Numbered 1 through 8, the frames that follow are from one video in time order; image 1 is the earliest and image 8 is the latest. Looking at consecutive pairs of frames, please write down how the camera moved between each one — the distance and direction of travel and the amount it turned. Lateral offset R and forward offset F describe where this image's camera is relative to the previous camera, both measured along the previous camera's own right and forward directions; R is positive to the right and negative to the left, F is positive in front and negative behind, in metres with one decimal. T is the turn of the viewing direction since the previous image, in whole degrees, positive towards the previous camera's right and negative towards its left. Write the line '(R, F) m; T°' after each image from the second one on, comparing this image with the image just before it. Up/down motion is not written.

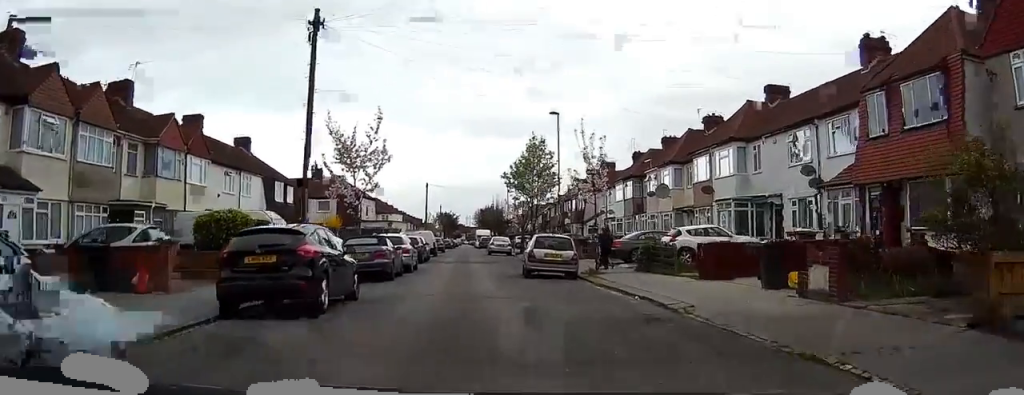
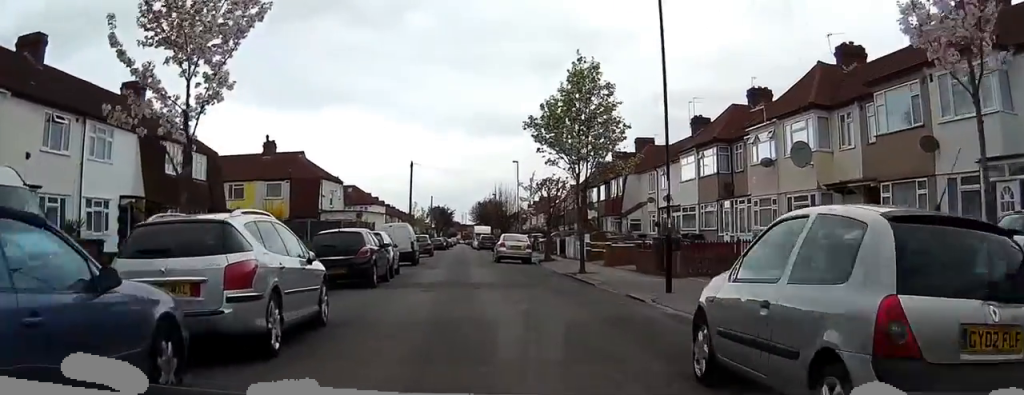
(-0.5, +19.0) m; +1°
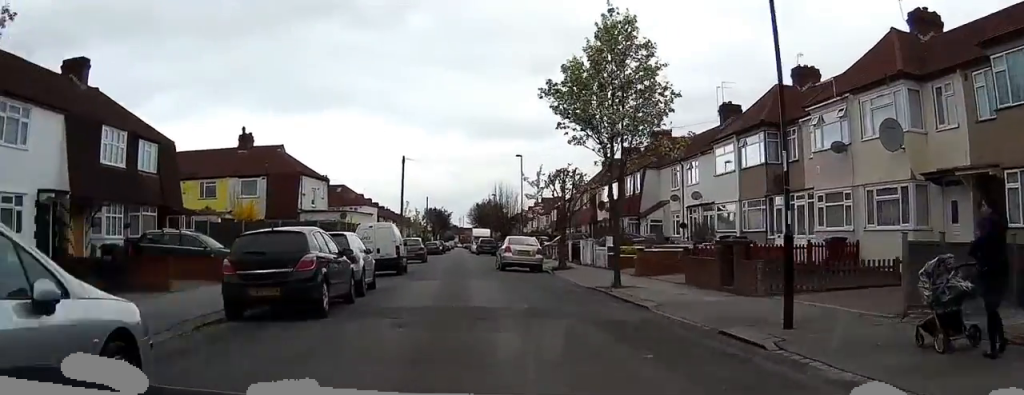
(+0.1, +6.3) m; 0°
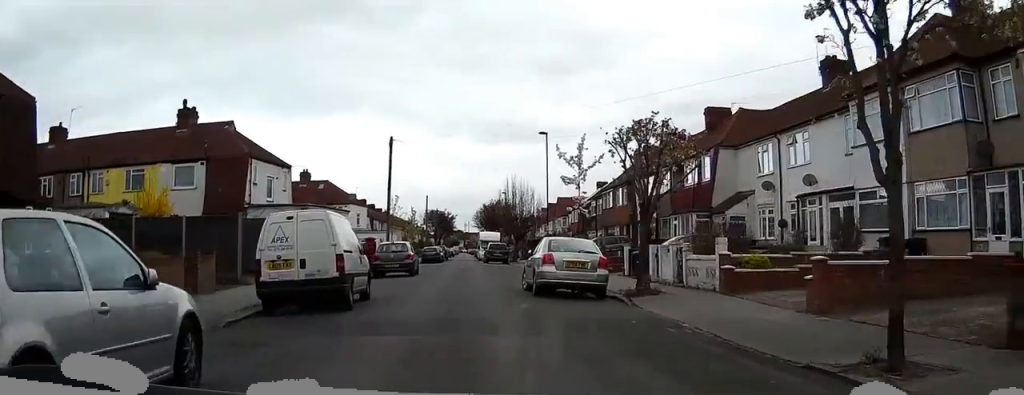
(-0.1, +13.3) m; 0°
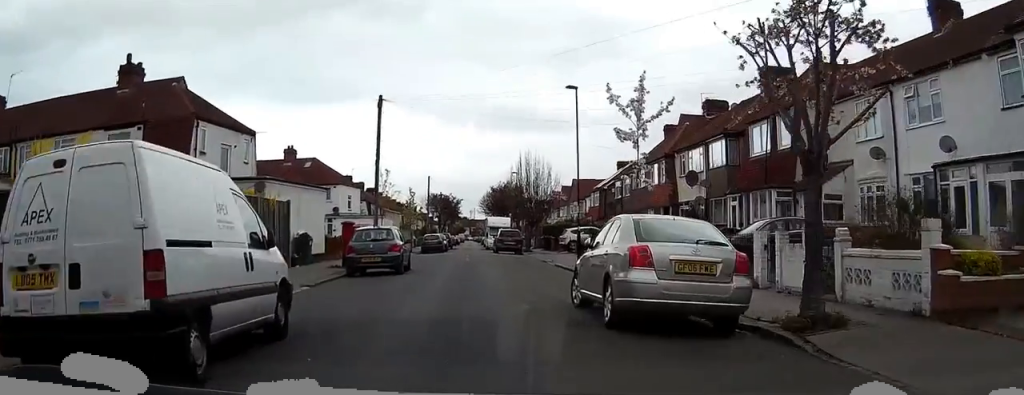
(0.0, +8.8) m; +1°
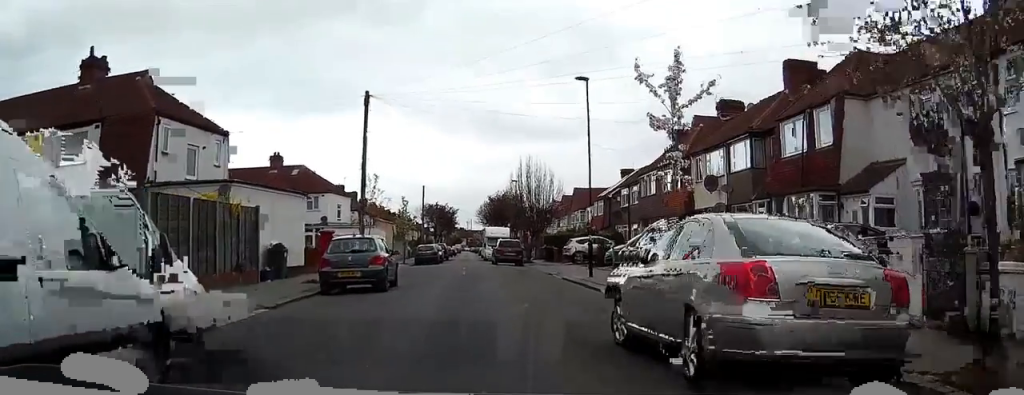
(-0.1, +4.0) m; +1°
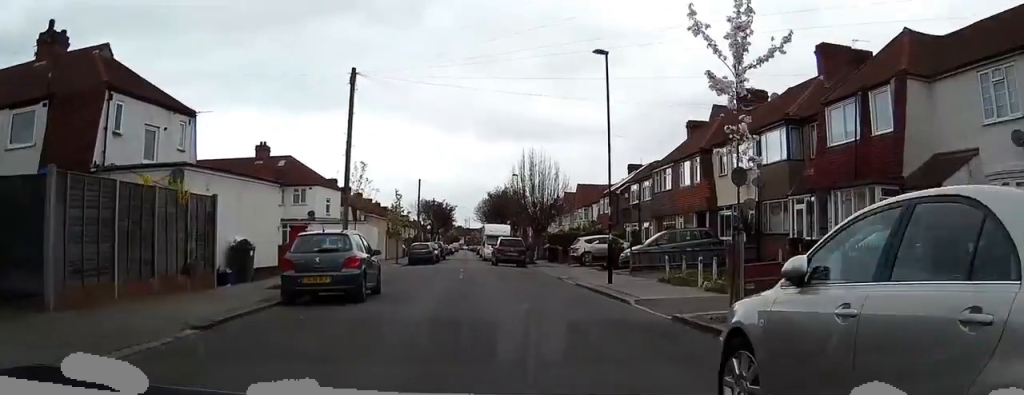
(+0.1, +3.7) m; +1°
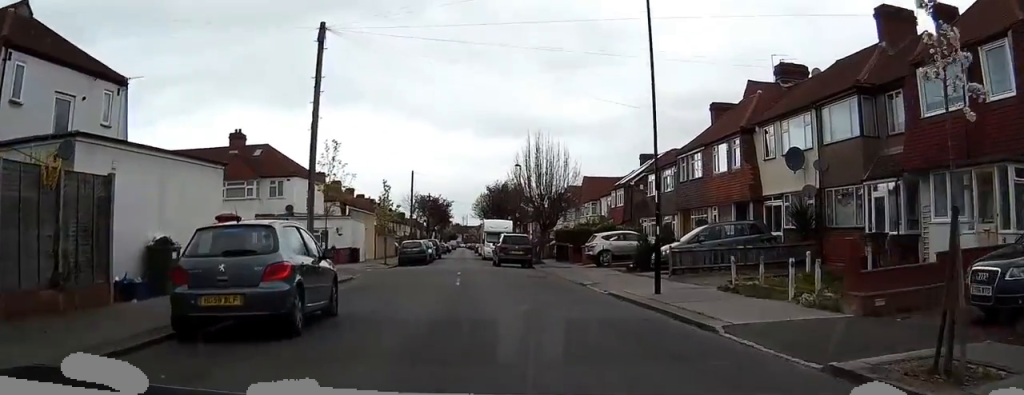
(+0.1, +6.0) m; +1°
